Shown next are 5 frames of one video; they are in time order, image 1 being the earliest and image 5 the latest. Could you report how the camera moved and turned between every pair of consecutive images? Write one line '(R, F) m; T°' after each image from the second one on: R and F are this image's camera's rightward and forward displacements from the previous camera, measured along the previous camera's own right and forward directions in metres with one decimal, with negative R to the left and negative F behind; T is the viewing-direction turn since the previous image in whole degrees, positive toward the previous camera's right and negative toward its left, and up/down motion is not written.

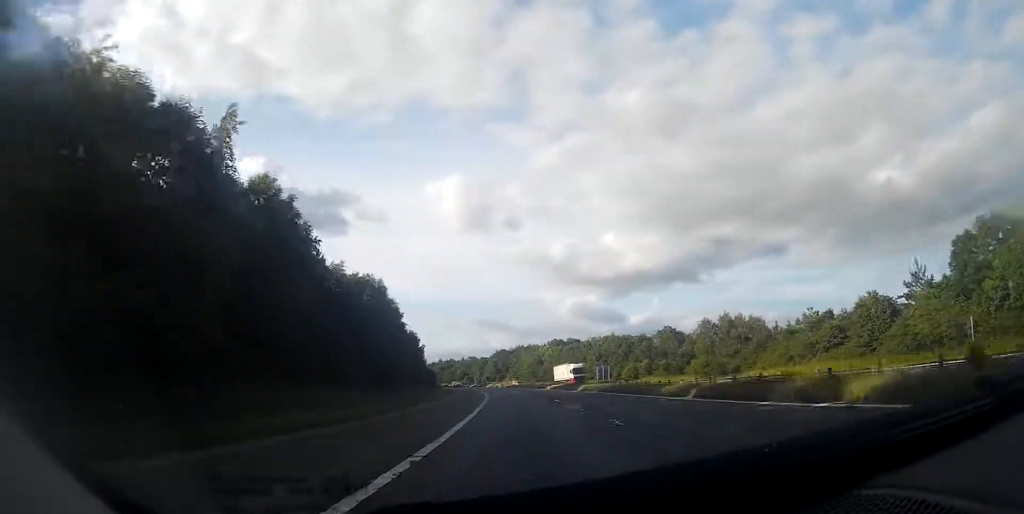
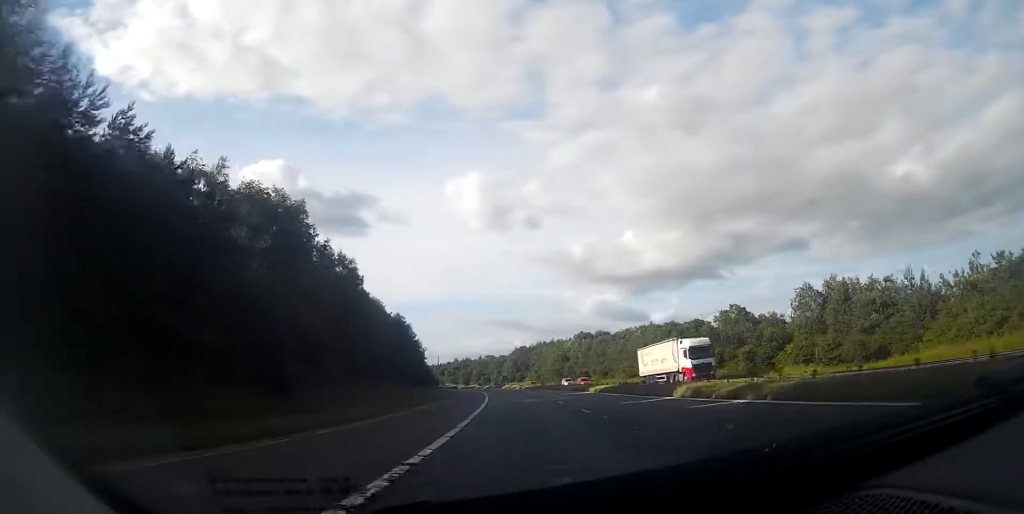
(-0.6, +29.7) m; -2°
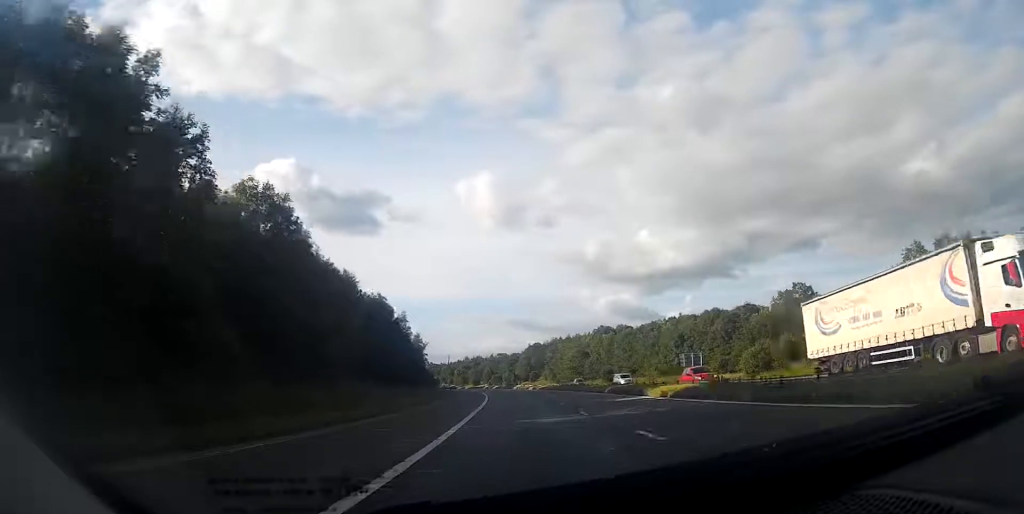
(-0.3, +18.9) m; -2°
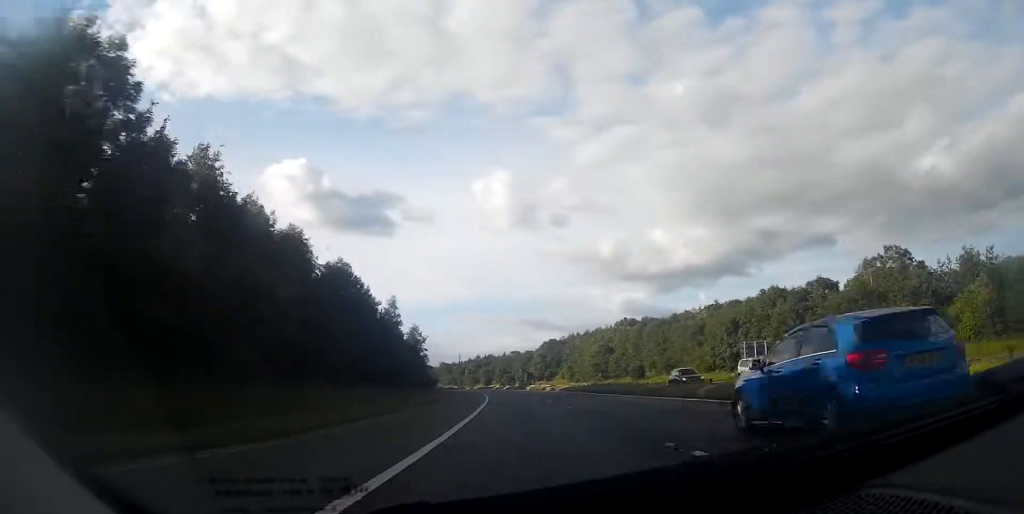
(-0.2, +18.9) m; -2°
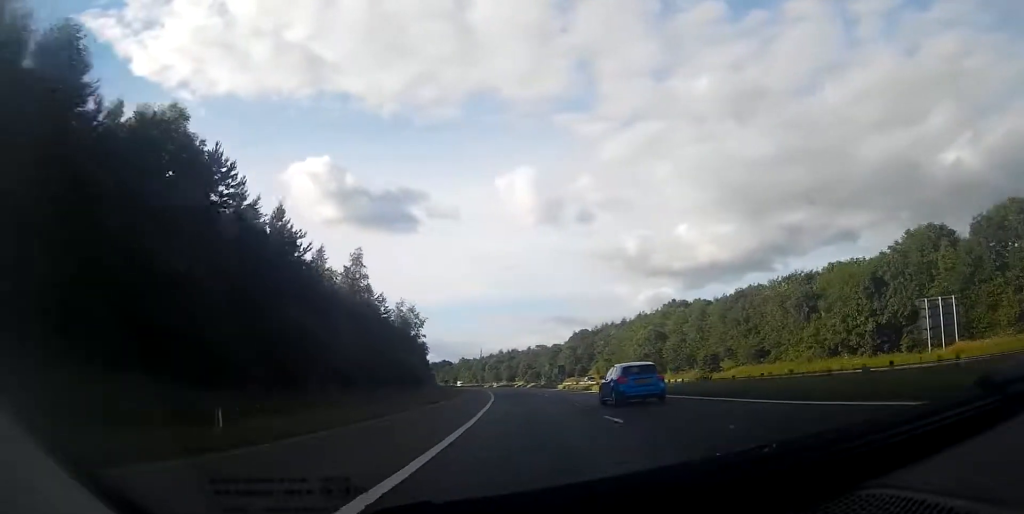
(-0.7, +28.9) m; -2°
